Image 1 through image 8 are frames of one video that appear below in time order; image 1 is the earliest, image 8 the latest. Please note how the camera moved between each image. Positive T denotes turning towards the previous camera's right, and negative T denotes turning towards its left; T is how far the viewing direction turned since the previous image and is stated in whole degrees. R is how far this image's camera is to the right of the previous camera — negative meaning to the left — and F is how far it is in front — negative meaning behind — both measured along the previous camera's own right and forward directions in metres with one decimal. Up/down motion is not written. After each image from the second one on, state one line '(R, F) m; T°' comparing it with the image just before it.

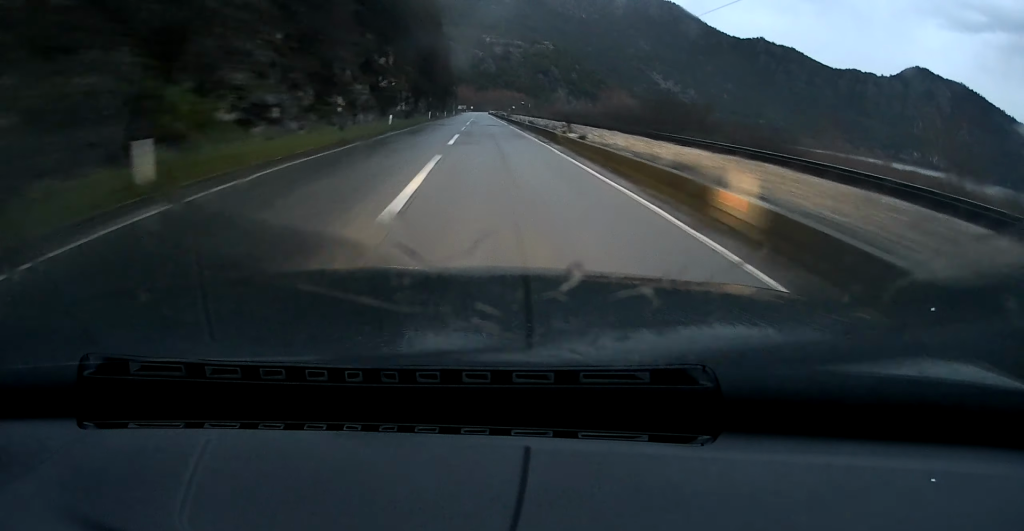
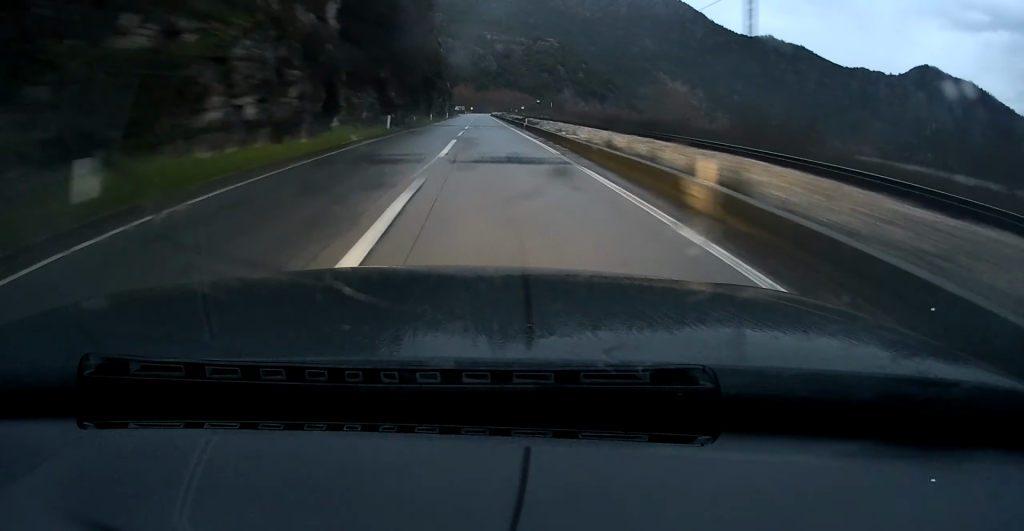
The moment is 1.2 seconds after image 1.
(0.0, +34.7) m; 0°
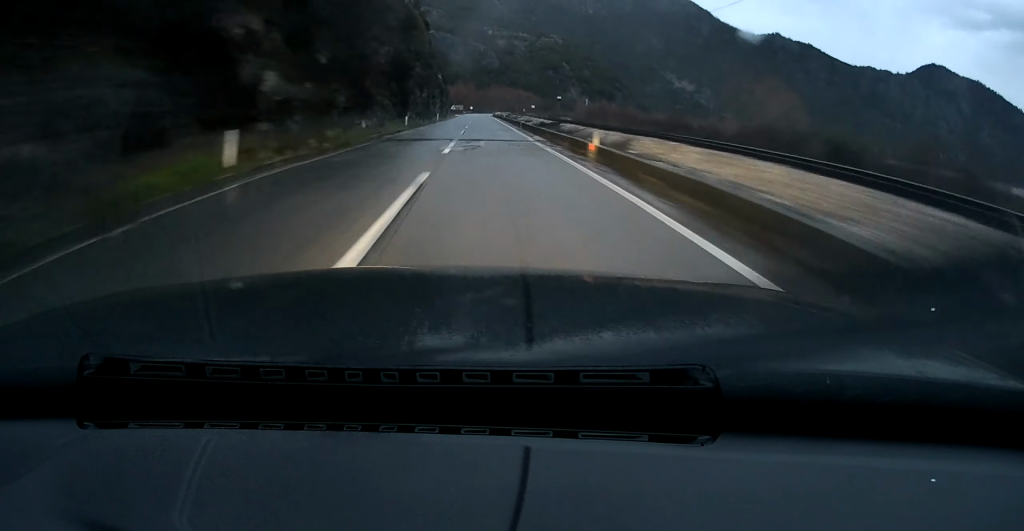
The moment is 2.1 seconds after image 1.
(0.0, +27.0) m; 0°
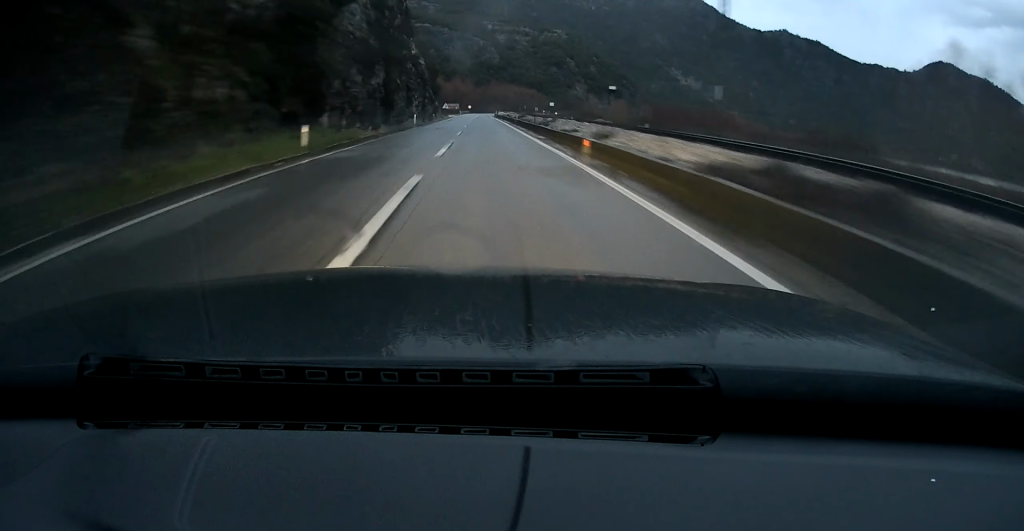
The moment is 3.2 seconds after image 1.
(0.0, +30.8) m; 0°
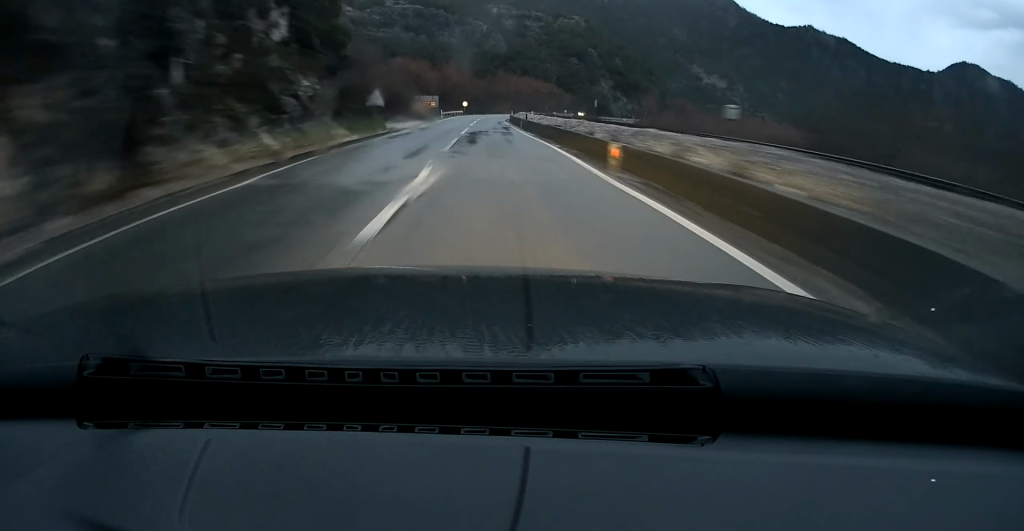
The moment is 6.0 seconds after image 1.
(-0.2, +80.9) m; 0°
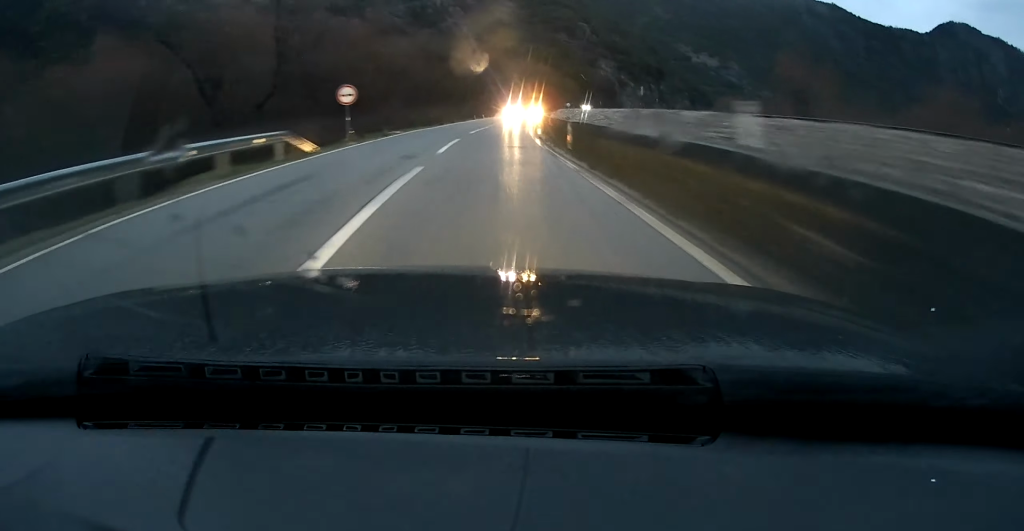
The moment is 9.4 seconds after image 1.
(+2.4, +93.6) m; +4°
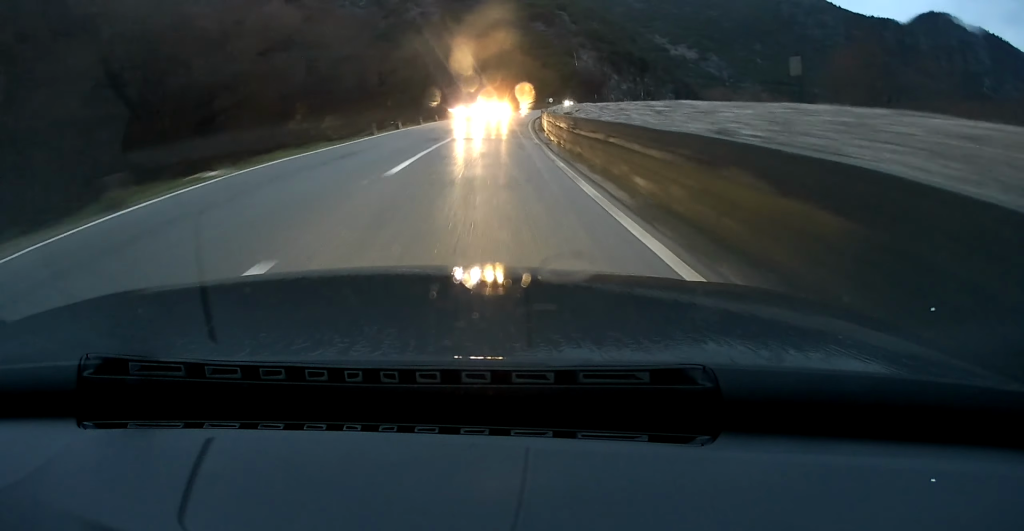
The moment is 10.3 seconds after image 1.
(-0.2, +23.3) m; +2°
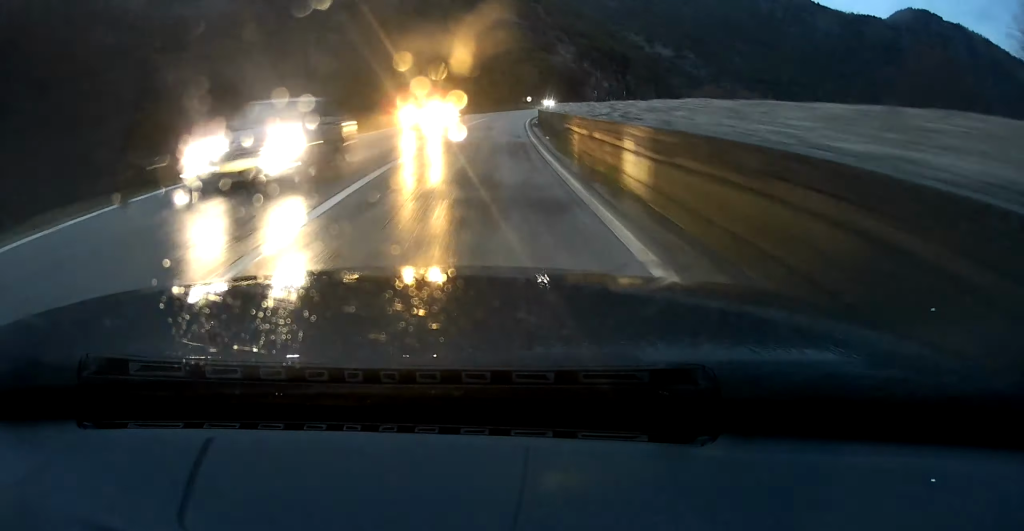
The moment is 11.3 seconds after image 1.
(+1.0, +25.2) m; +3°
